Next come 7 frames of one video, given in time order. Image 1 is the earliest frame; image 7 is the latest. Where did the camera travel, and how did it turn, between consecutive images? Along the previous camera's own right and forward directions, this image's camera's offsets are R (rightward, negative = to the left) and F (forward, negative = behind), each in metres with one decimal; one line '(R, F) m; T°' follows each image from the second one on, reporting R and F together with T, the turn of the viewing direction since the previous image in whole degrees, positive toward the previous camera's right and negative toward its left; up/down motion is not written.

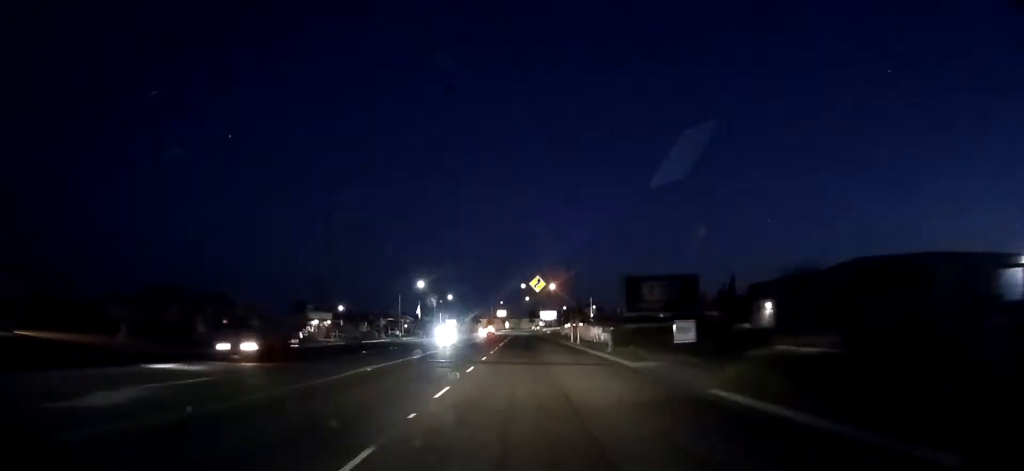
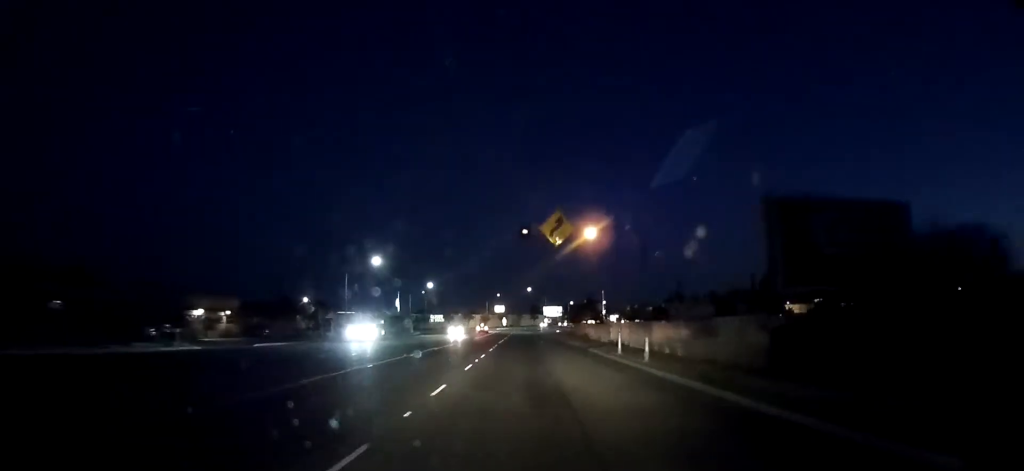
(+0.9, +29.1) m; +1°
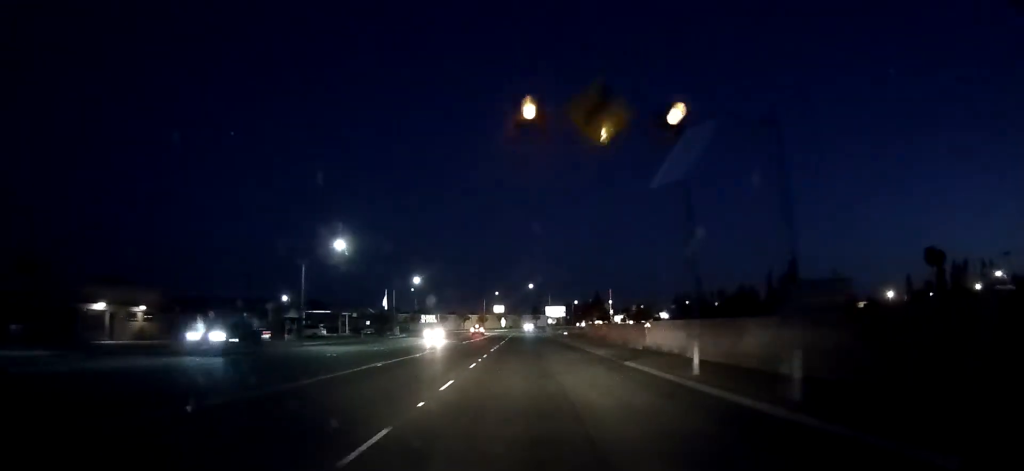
(-0.5, +13.7) m; -2°
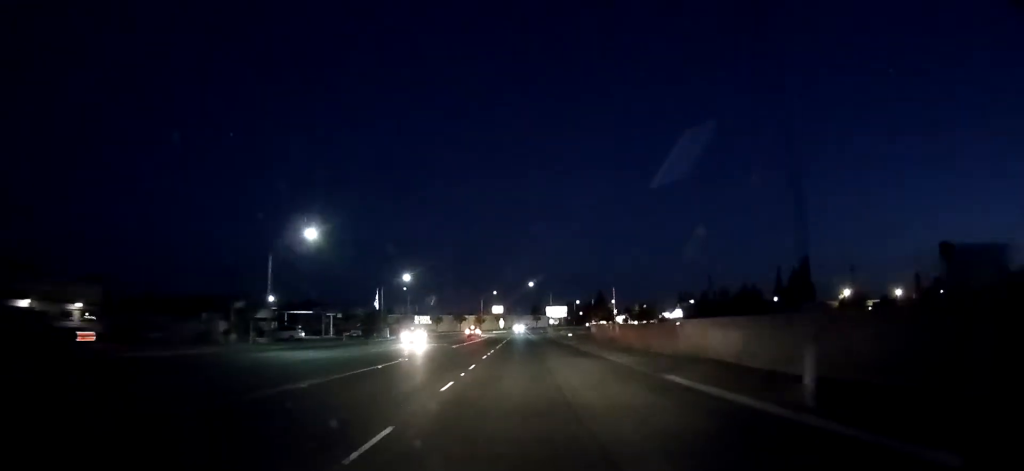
(0.0, +7.3) m; 0°
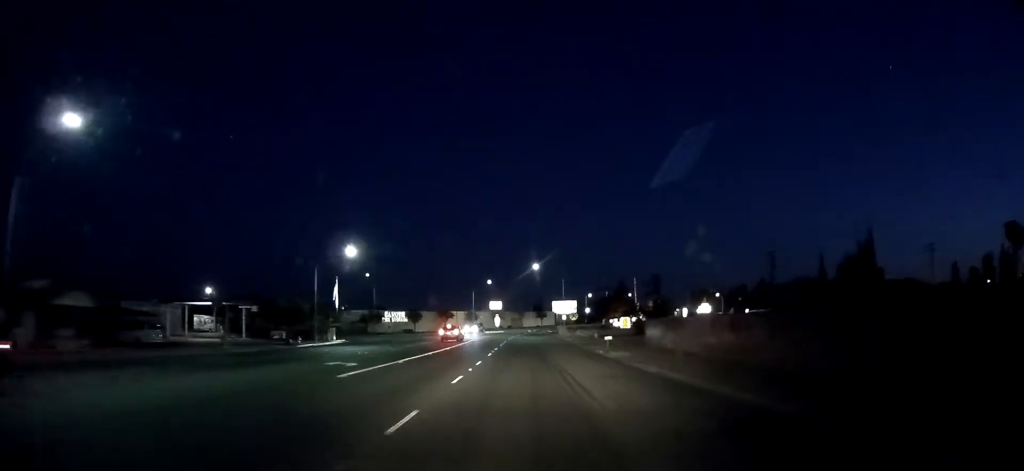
(0.0, +27.5) m; 0°
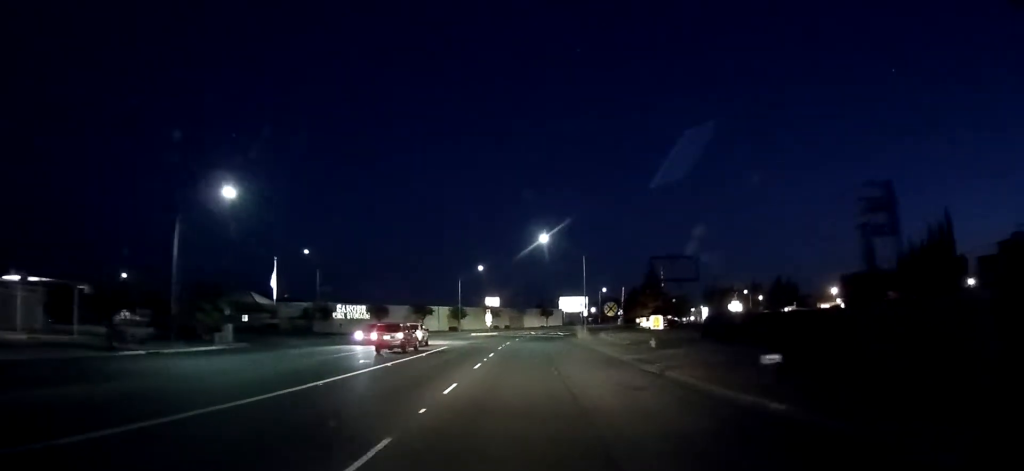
(0.0, +24.8) m; 0°
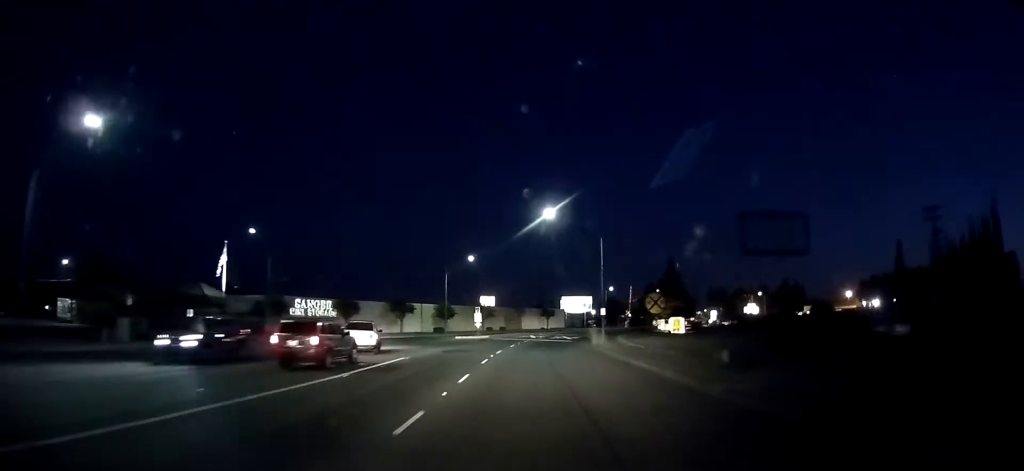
(0.0, +12.4) m; 0°
